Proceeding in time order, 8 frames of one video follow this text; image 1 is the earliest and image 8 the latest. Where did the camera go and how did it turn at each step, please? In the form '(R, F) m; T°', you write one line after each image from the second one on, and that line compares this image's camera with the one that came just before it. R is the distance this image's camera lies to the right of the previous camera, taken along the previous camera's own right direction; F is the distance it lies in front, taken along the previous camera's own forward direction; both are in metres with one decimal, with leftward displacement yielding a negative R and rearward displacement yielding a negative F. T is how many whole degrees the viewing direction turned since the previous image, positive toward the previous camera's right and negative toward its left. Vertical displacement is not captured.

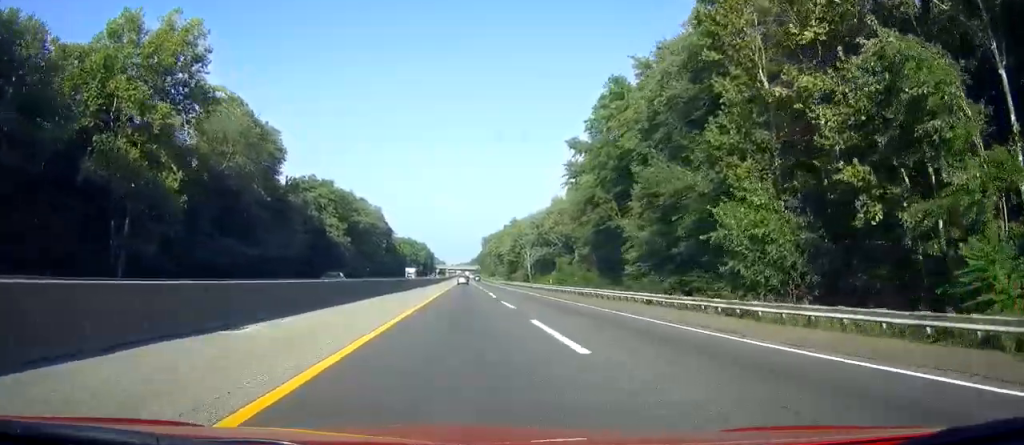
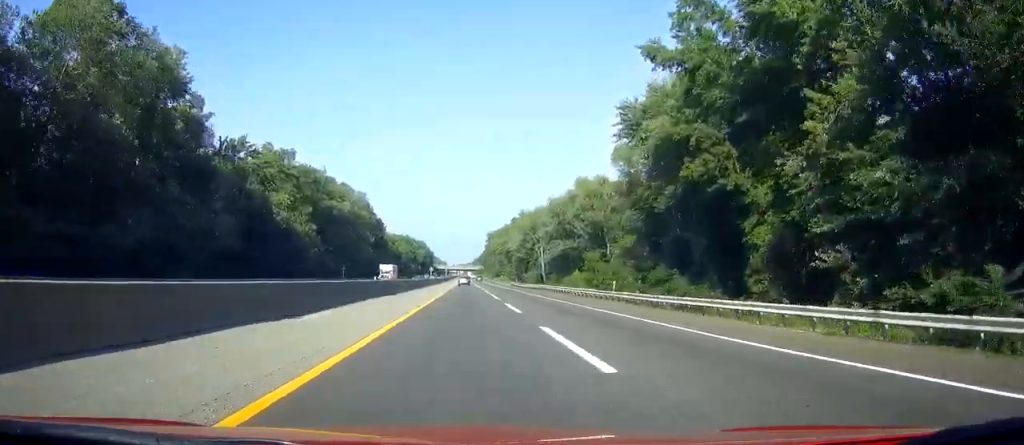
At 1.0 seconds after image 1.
(0.0, +32.4) m; 0°
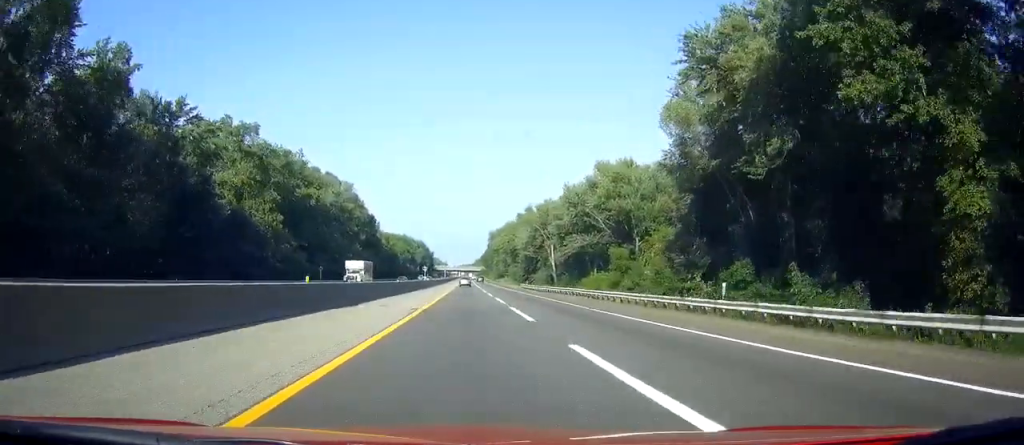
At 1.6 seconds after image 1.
(0.0, +19.5) m; 0°
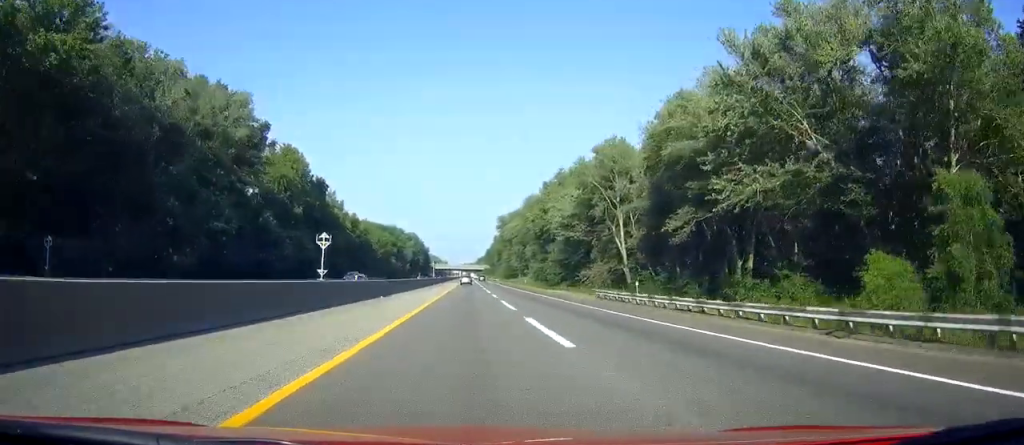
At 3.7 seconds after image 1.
(-0.1, +69.6) m; 0°
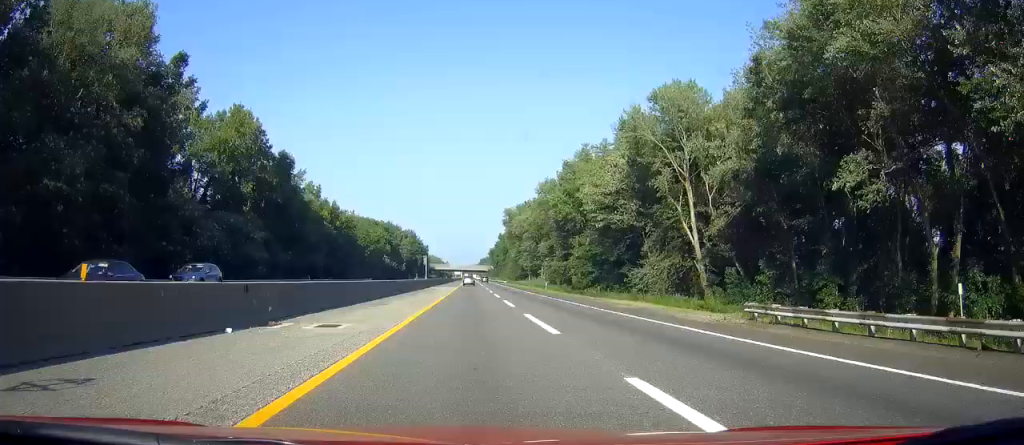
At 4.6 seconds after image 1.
(0.0, +27.3) m; 0°
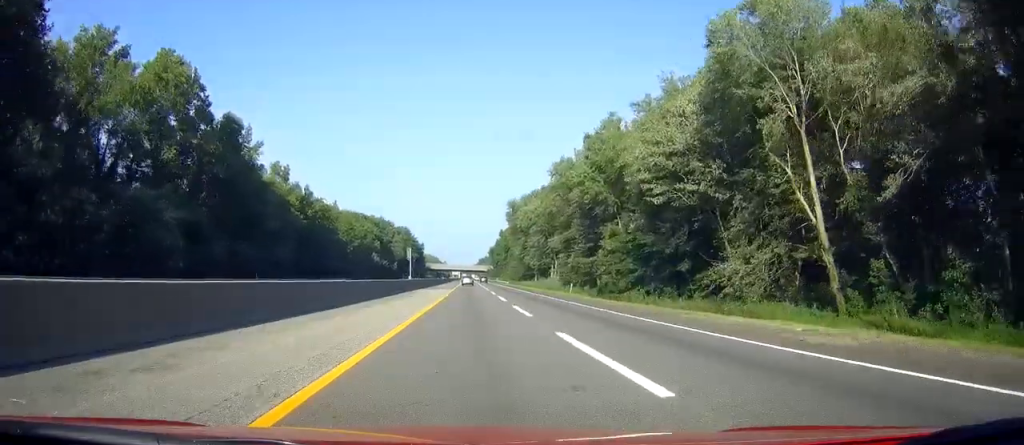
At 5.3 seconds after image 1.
(0.0, +23.0) m; 0°
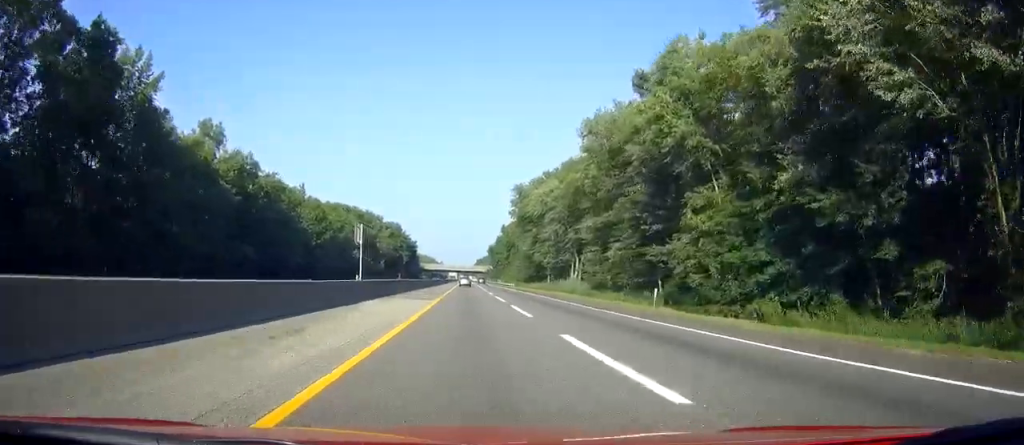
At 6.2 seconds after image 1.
(0.0, +30.6) m; 0°
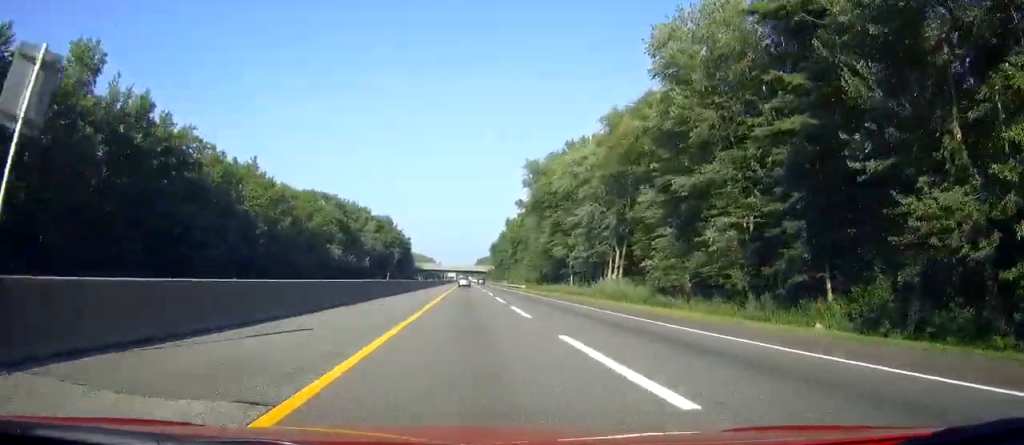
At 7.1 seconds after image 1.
(0.0, +30.6) m; 0°
